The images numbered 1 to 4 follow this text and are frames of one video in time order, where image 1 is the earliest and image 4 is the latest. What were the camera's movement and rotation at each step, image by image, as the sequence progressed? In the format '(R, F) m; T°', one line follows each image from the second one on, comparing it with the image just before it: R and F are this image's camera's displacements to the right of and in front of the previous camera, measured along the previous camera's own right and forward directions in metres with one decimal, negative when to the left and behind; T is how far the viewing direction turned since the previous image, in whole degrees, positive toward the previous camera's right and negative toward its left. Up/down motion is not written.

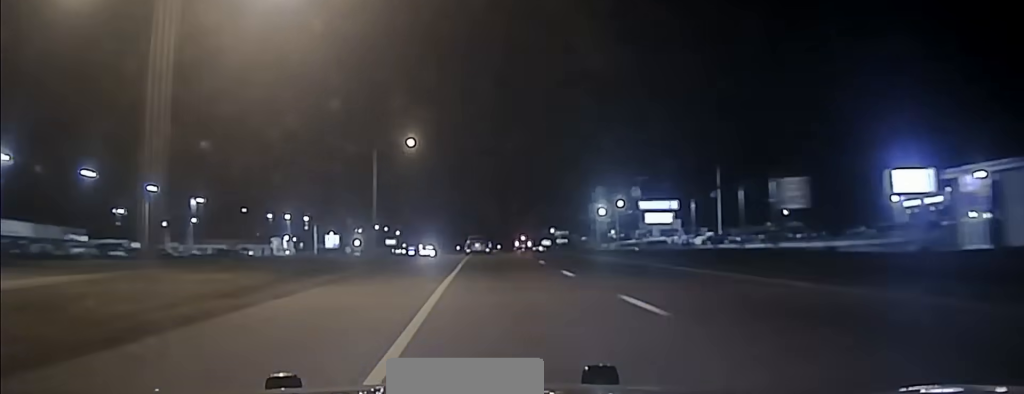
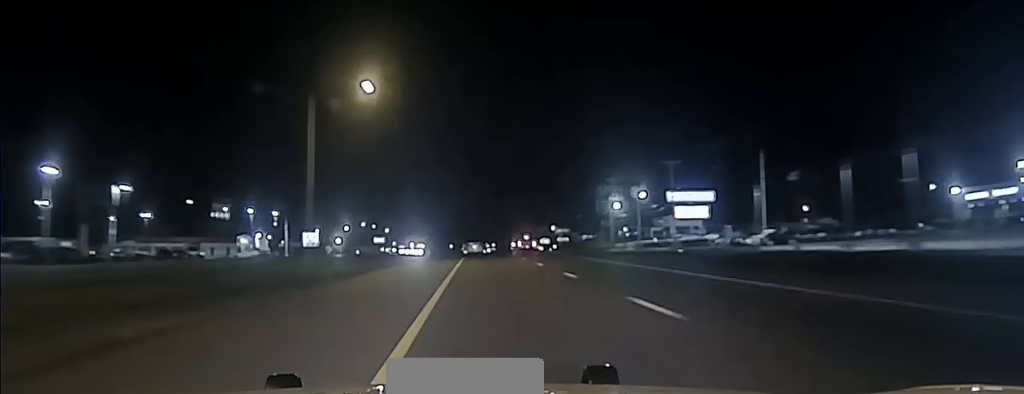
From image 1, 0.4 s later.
(+0.1, +24.4) m; 0°
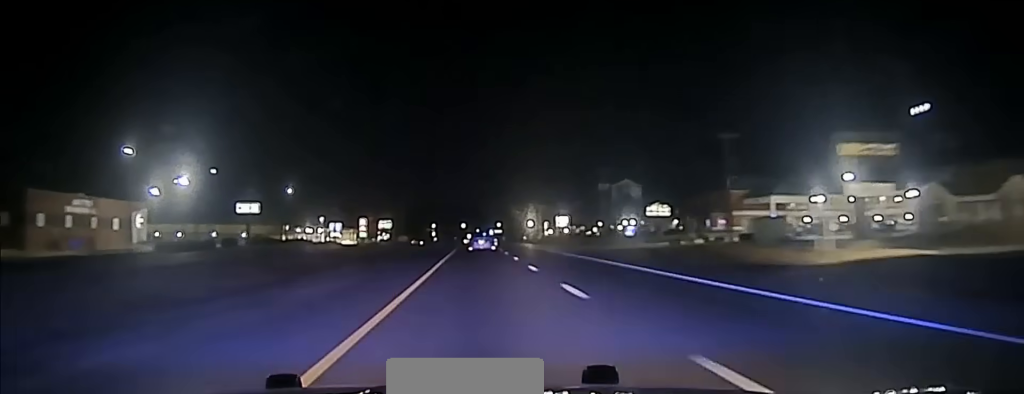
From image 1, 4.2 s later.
(+2.5, +227.5) m; +1°
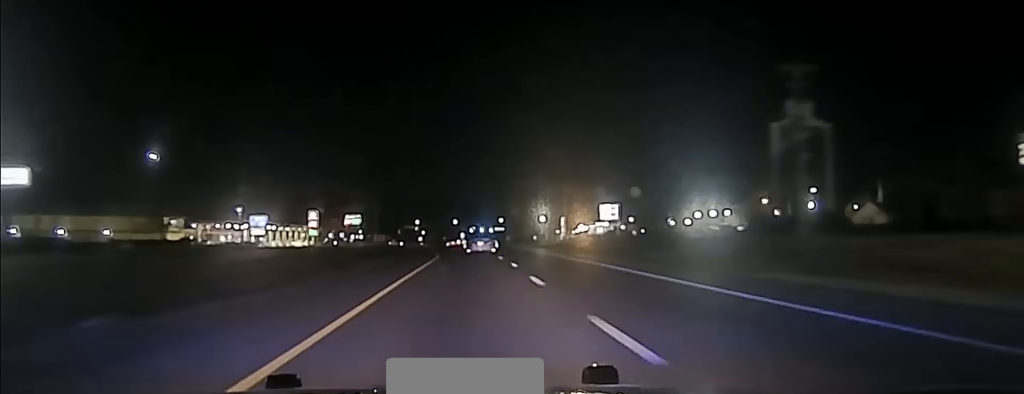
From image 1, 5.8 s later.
(-0.1, +95.2) m; 0°
